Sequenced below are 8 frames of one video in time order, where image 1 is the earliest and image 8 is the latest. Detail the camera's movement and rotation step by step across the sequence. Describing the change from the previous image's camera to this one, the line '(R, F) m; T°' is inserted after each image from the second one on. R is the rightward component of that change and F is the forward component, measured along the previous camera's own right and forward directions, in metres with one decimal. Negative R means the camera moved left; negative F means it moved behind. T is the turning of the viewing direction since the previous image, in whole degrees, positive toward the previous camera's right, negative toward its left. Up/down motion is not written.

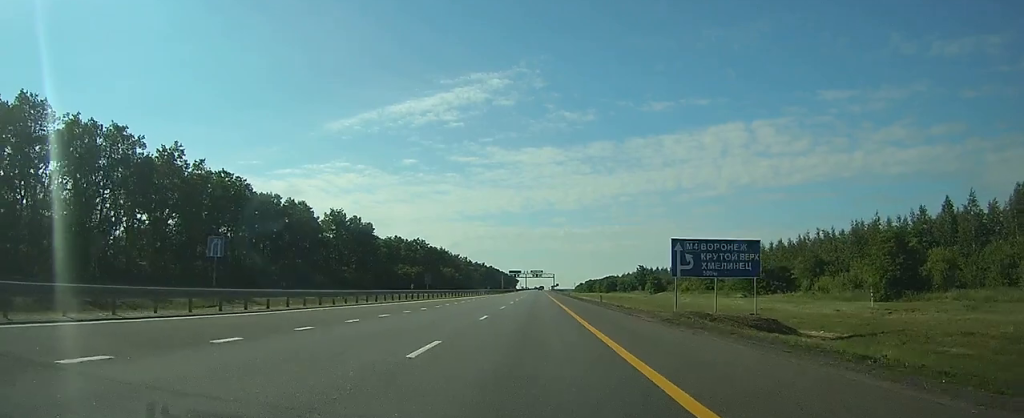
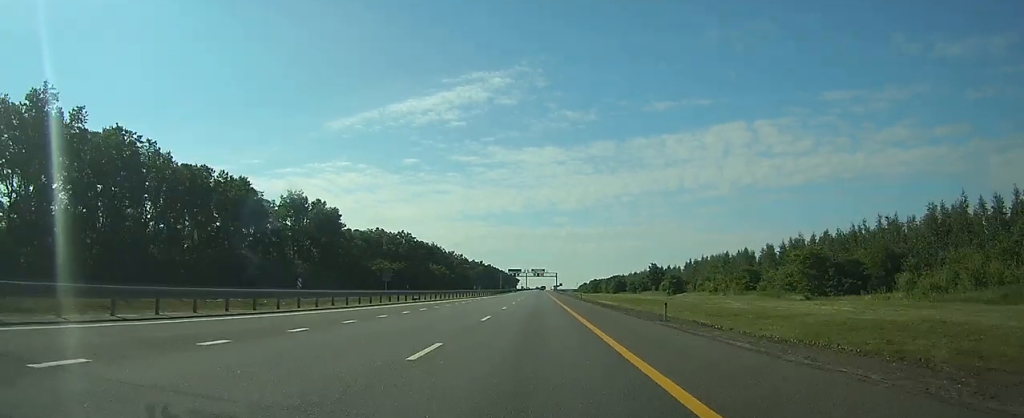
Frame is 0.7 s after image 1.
(0.0, +24.4) m; 0°
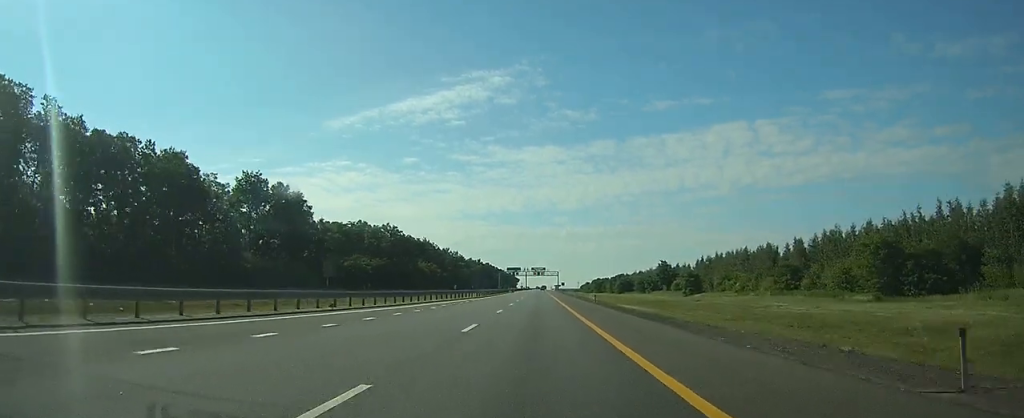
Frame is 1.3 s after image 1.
(0.0, +17.7) m; 0°
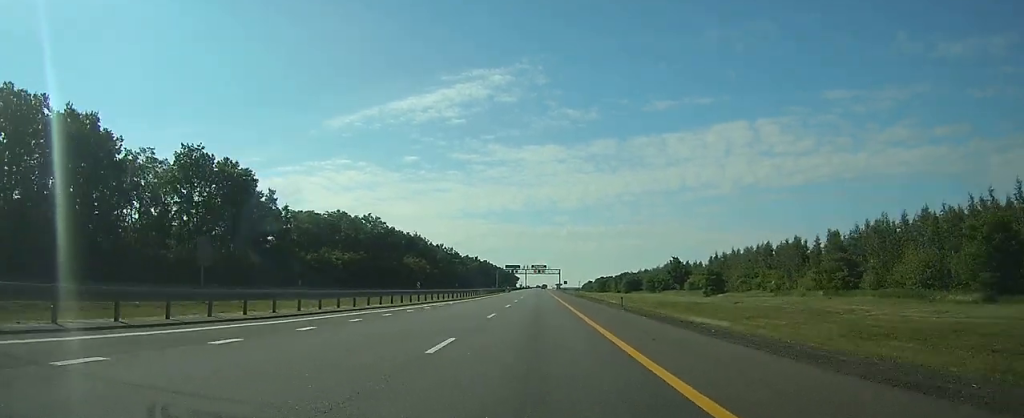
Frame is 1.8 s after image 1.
(0.0, +17.6) m; 0°
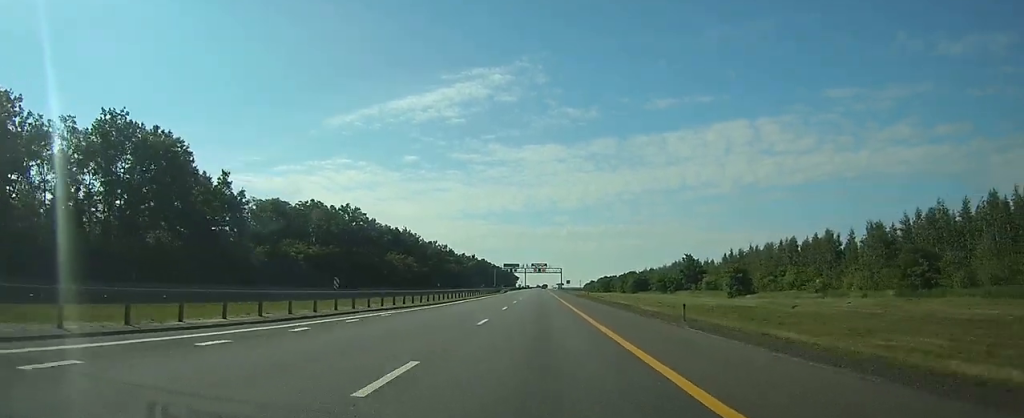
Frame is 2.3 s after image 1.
(0.0, +16.5) m; 0°
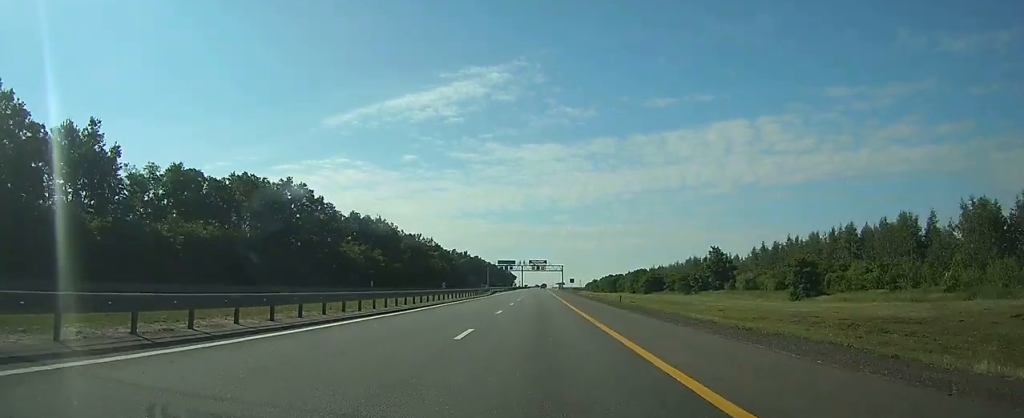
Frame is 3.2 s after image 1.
(0.0, +29.5) m; 0°
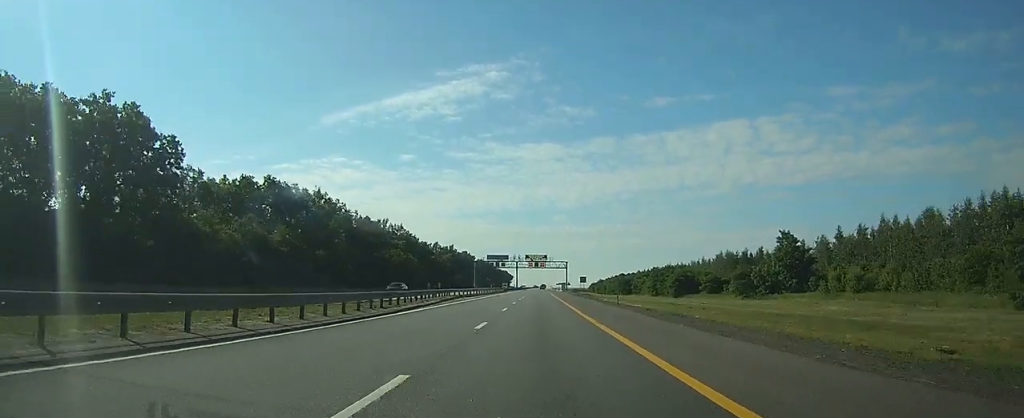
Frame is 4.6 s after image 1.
(+0.1, +45.3) m; 0°
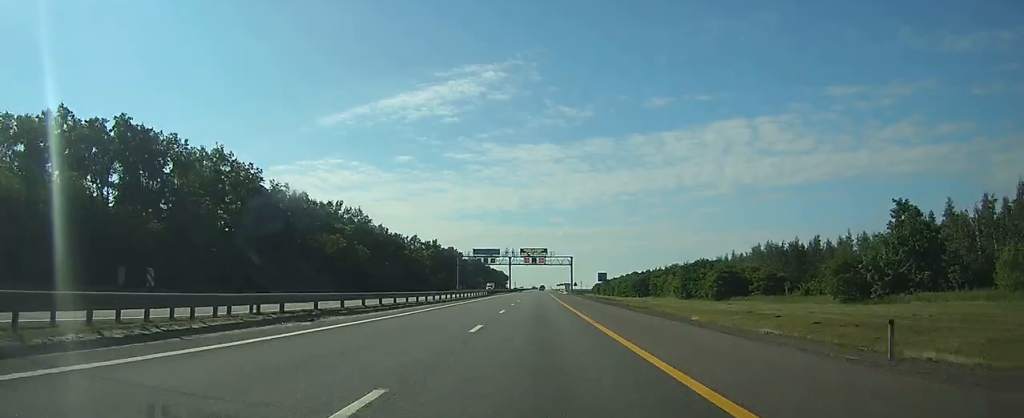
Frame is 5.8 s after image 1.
(+0.1, +38.3) m; 0°
